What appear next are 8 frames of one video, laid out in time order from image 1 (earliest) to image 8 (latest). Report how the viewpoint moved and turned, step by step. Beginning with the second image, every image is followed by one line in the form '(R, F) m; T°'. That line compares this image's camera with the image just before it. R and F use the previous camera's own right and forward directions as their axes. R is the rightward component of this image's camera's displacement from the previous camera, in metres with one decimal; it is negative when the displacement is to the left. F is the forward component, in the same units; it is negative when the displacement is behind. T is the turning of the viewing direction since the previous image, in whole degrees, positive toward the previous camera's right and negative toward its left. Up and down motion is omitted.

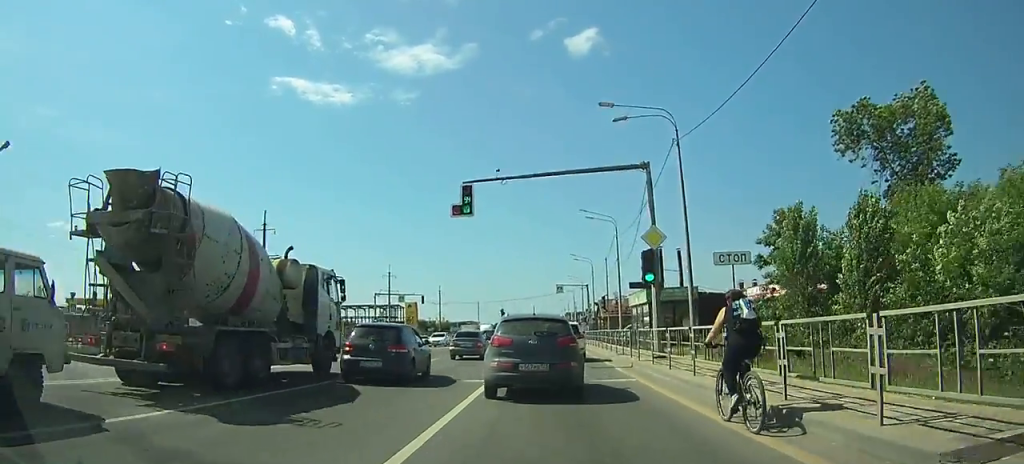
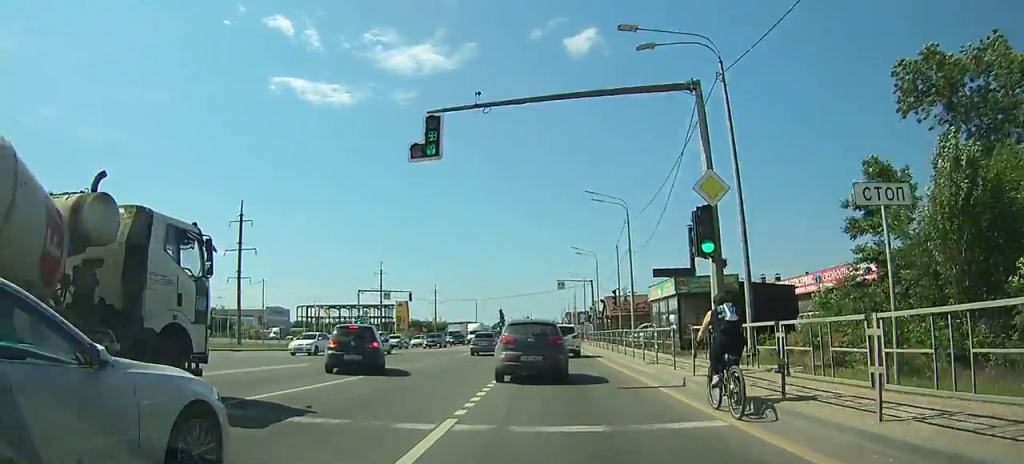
(-0.1, +7.4) m; 0°
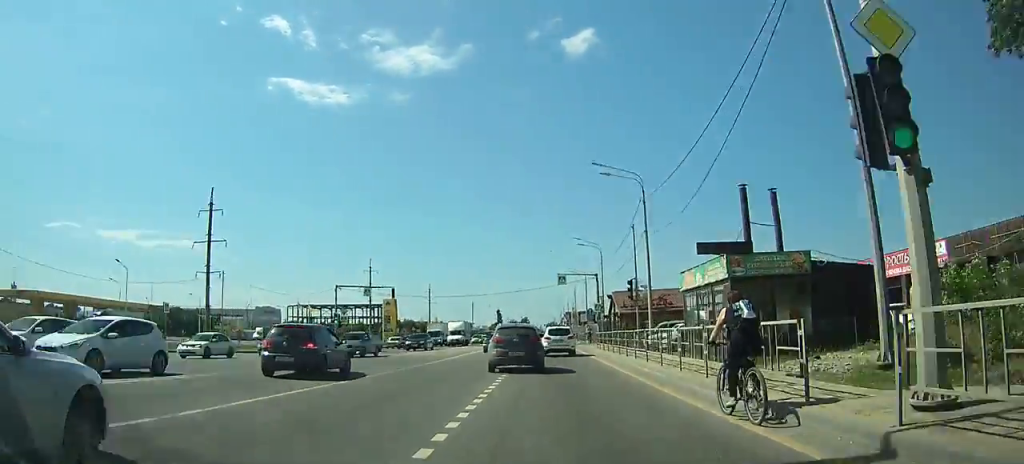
(+0.1, +9.4) m; -1°
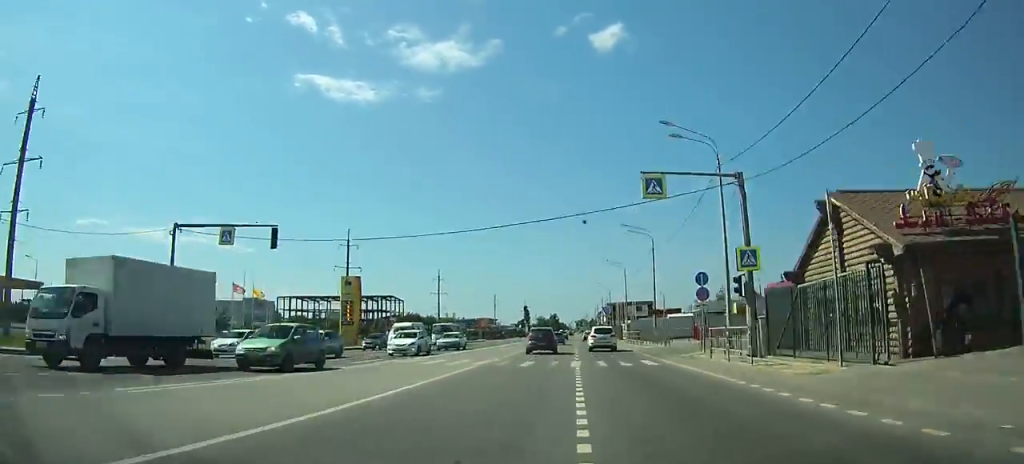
(-0.9, +38.1) m; -2°
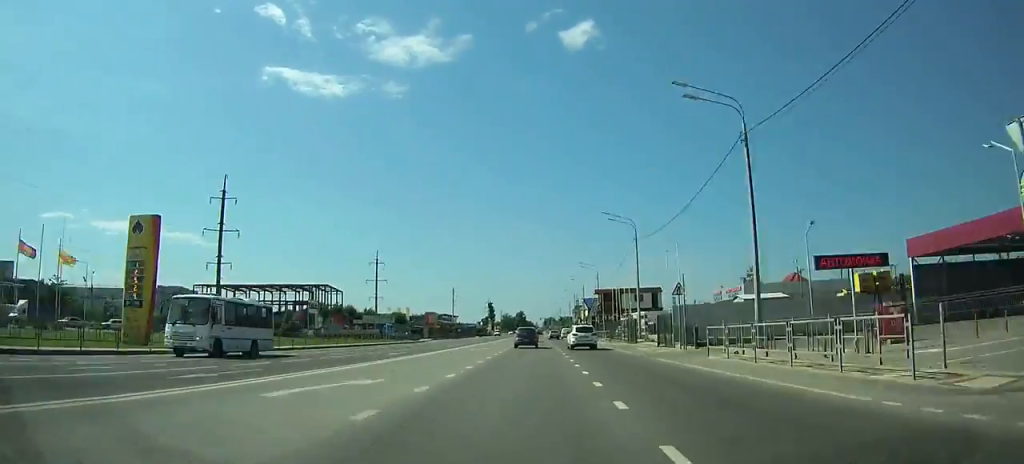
(+0.1, +36.9) m; +1°
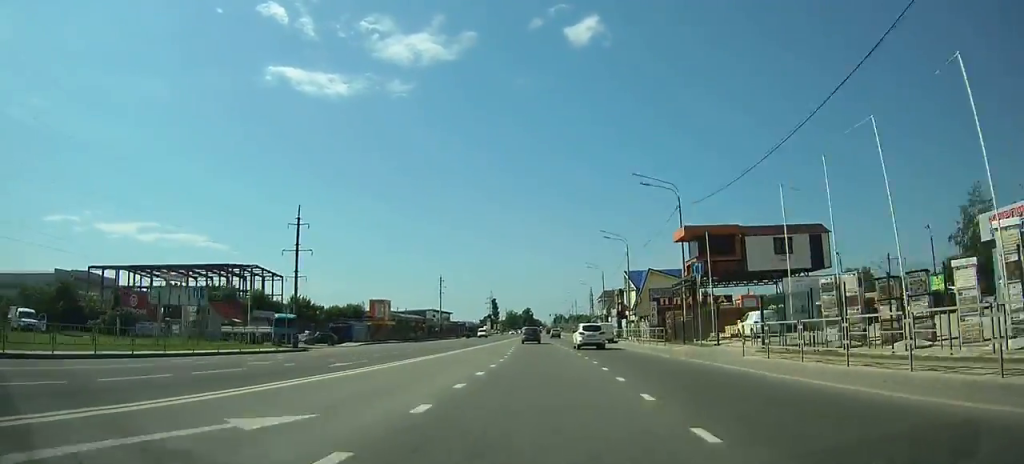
(+0.4, +54.2) m; 0°
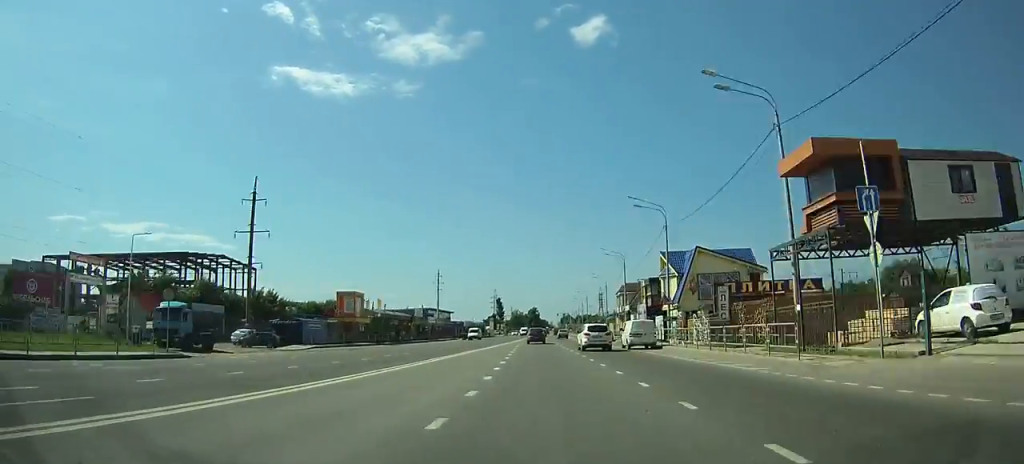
(-0.2, +17.5) m; 0°
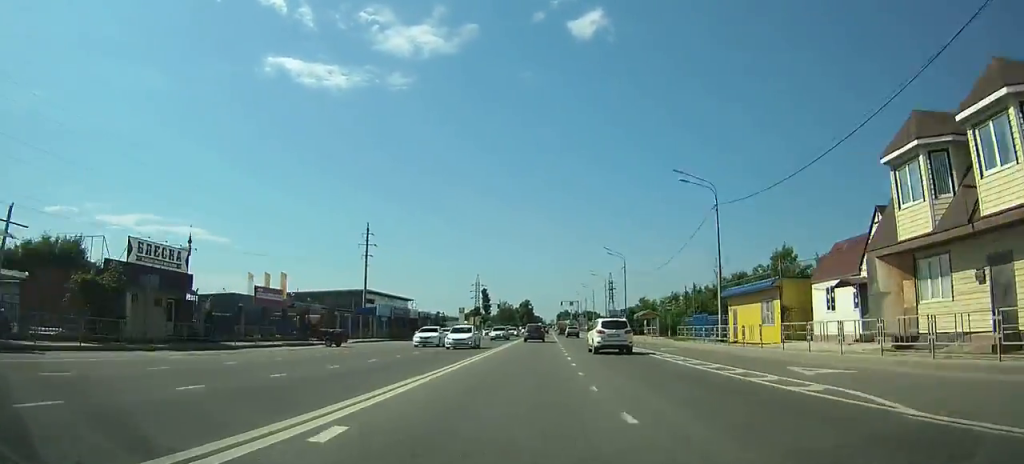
(-0.4, +69.3) m; 0°
